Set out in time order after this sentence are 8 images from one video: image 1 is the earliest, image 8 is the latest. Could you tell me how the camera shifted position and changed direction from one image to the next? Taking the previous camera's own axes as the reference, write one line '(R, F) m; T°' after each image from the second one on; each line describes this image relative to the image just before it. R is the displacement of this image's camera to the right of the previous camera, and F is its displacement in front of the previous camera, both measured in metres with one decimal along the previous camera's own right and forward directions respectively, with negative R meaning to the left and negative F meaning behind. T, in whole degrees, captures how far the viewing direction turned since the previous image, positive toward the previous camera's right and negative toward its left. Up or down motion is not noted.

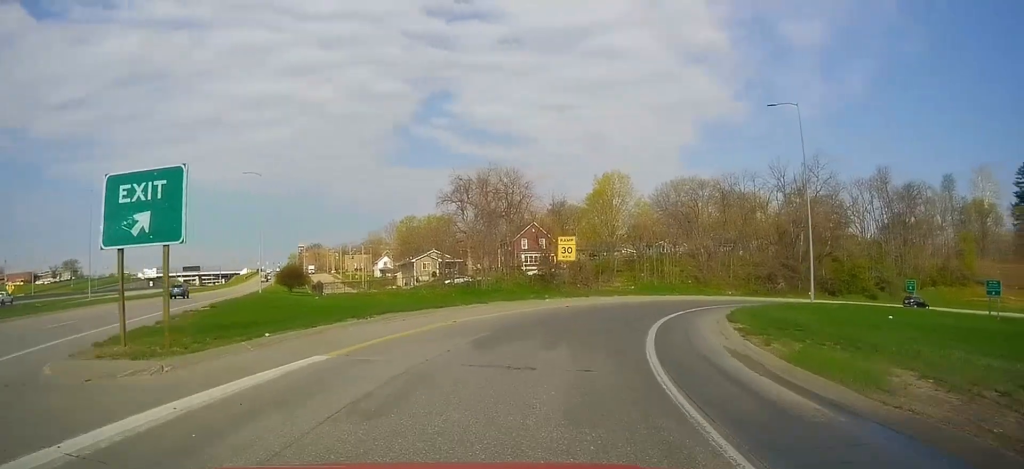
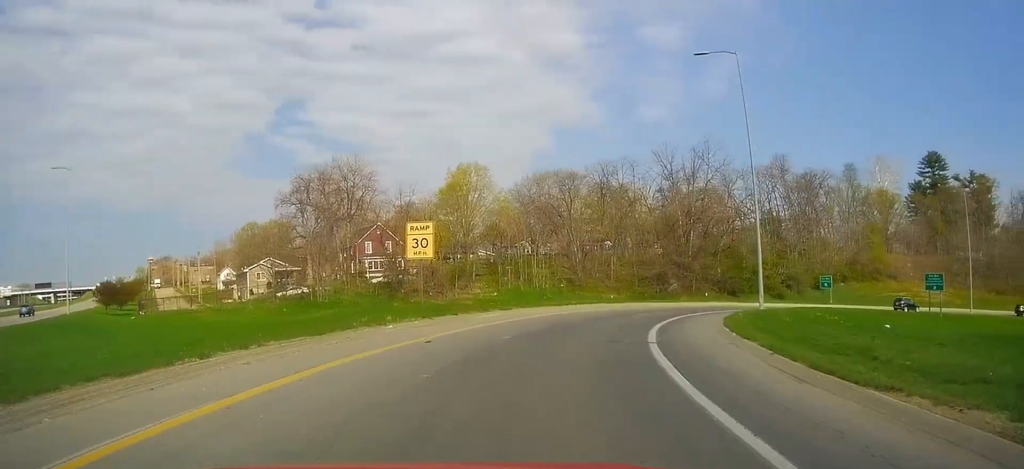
(+1.6, +13.3) m; +14°
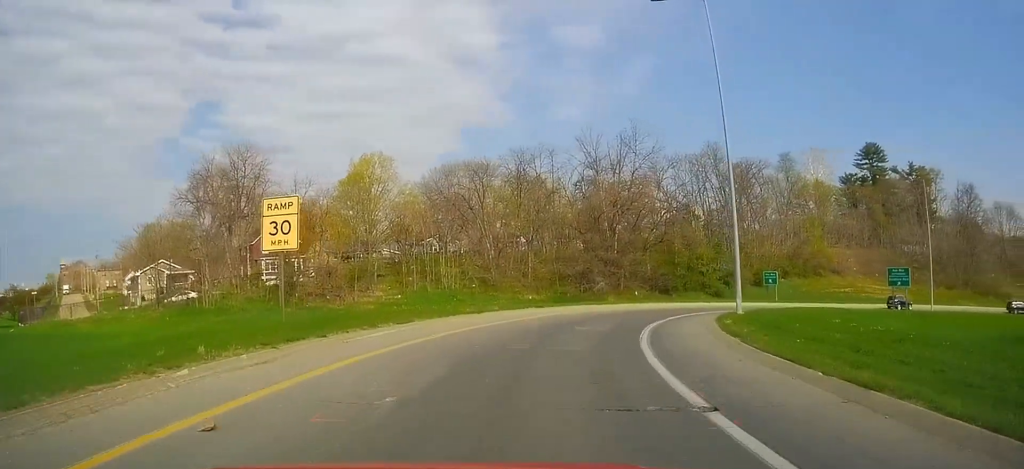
(+0.5, +8.1) m; +9°
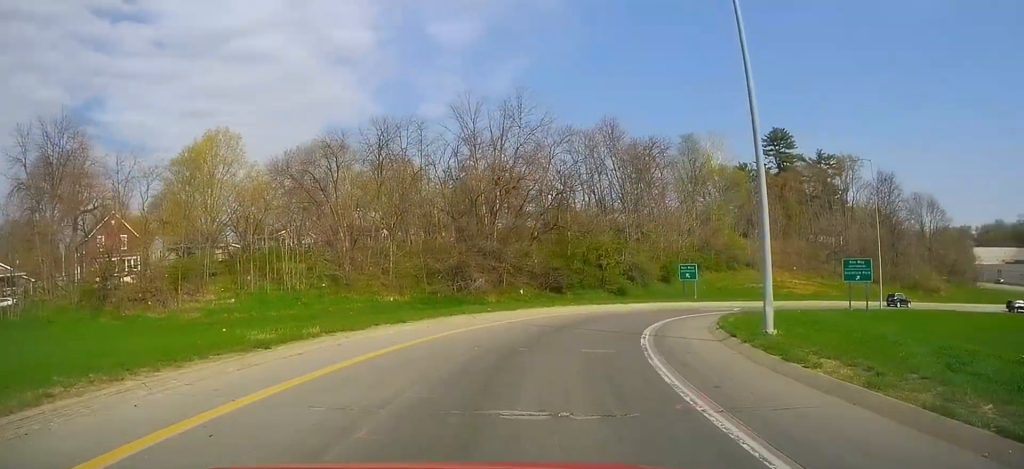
(+1.8, +12.5) m; +15°
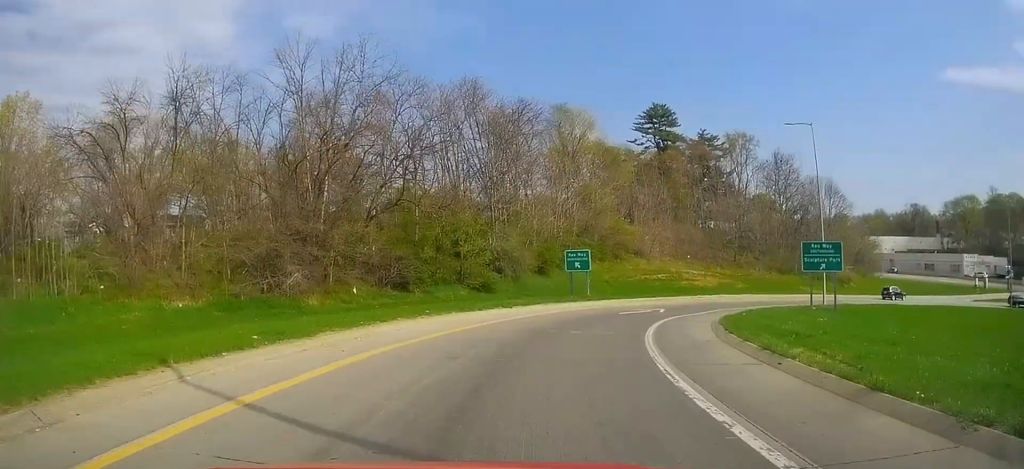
(+1.7, +14.7) m; +12°
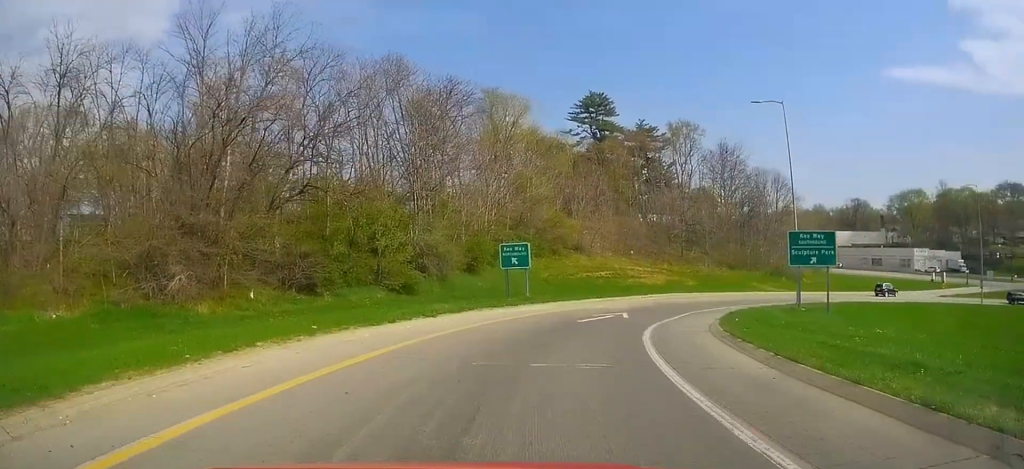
(-0.3, +6.5) m; +6°
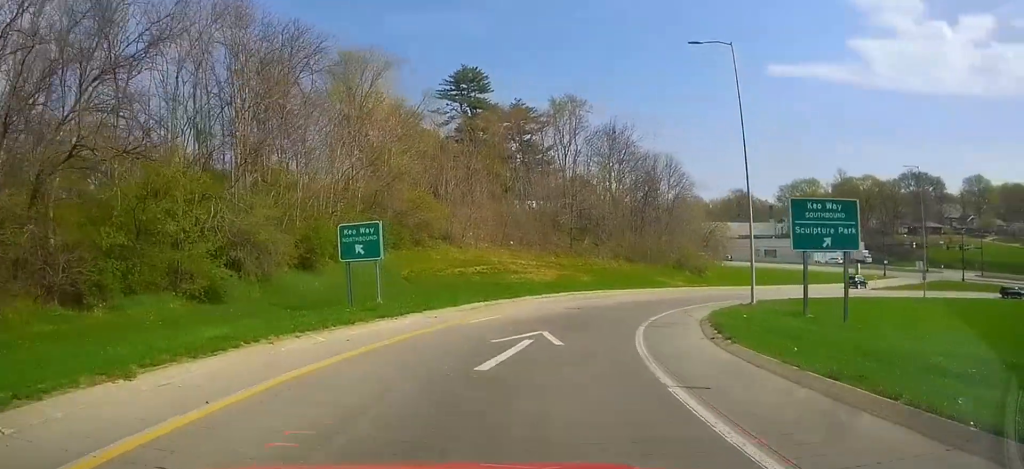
(+1.9, +11.8) m; +13°
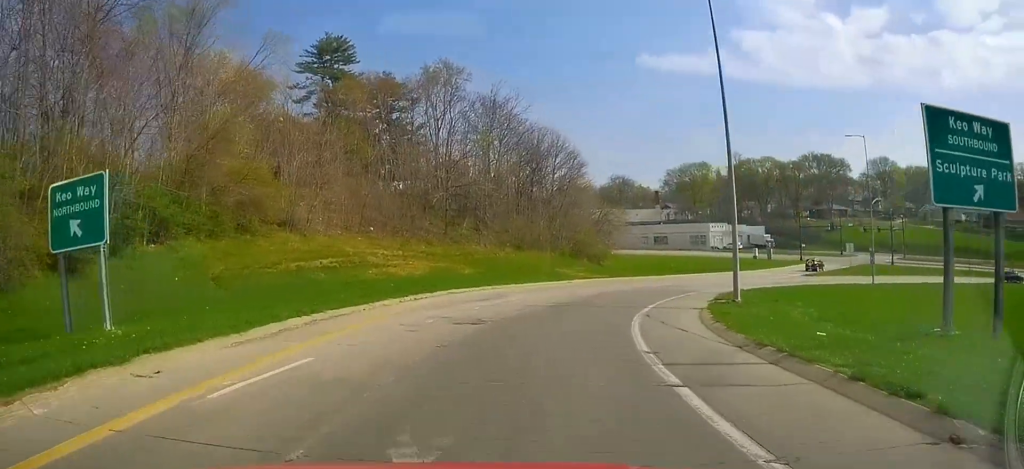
(+0.9, +11.6) m; +15°
